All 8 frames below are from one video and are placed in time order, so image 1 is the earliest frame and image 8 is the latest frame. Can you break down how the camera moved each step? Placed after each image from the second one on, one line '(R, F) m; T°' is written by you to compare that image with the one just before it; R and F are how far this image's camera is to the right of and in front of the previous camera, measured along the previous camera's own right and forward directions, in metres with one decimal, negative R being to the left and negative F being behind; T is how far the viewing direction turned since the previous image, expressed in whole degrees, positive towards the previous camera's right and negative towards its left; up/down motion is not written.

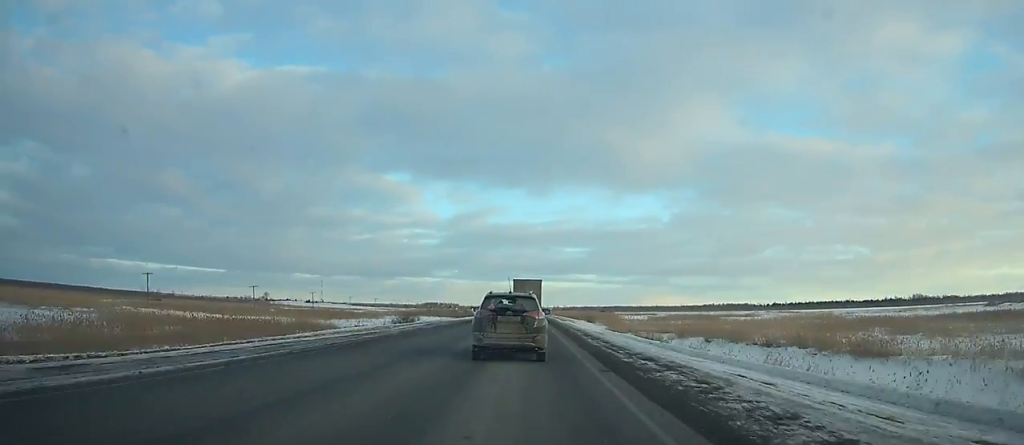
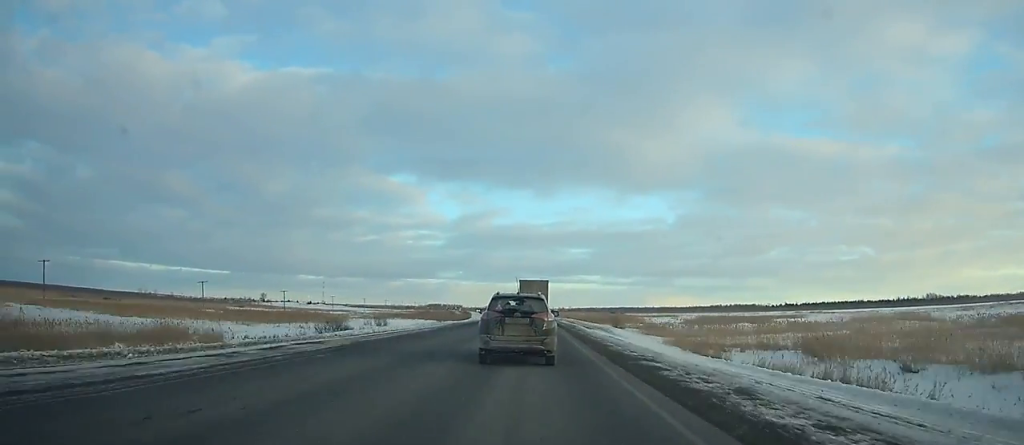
(-0.2, +29.0) m; 0°
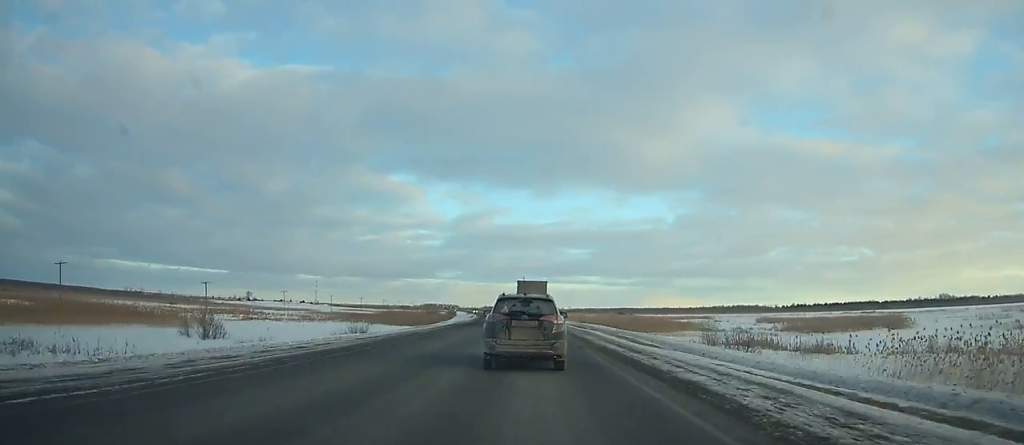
(-0.2, +45.7) m; 0°
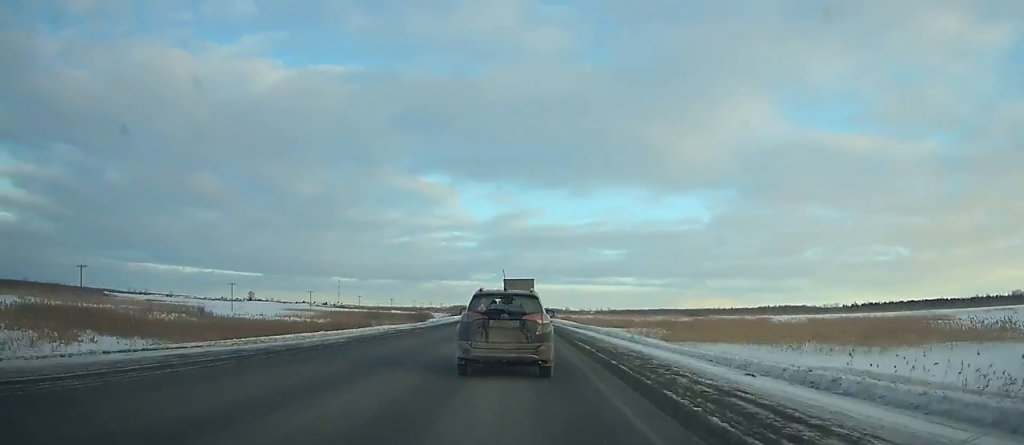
(-2.0, +103.0) m; -3°
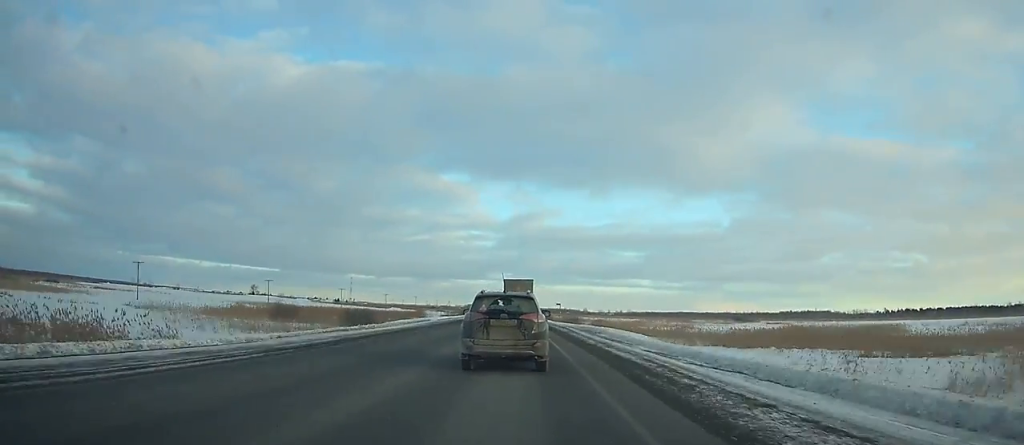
(-0.4, +43.9) m; -2°
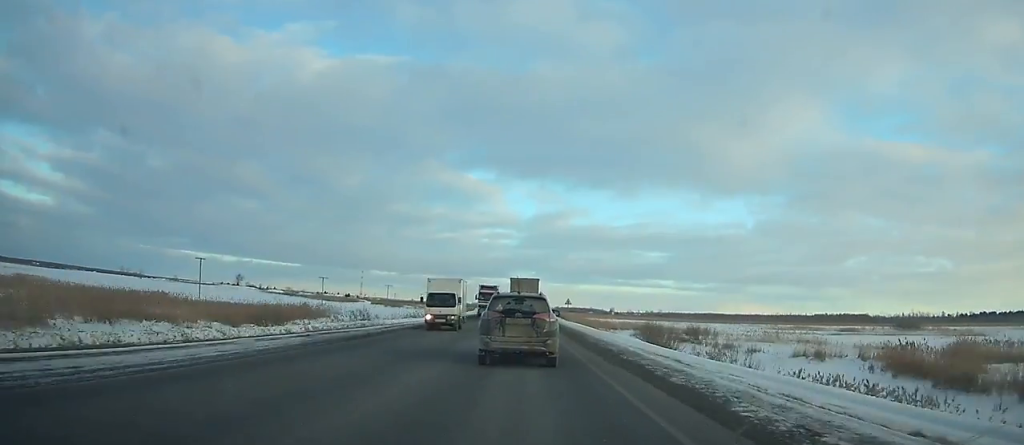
(-2.8, +99.1) m; -2°
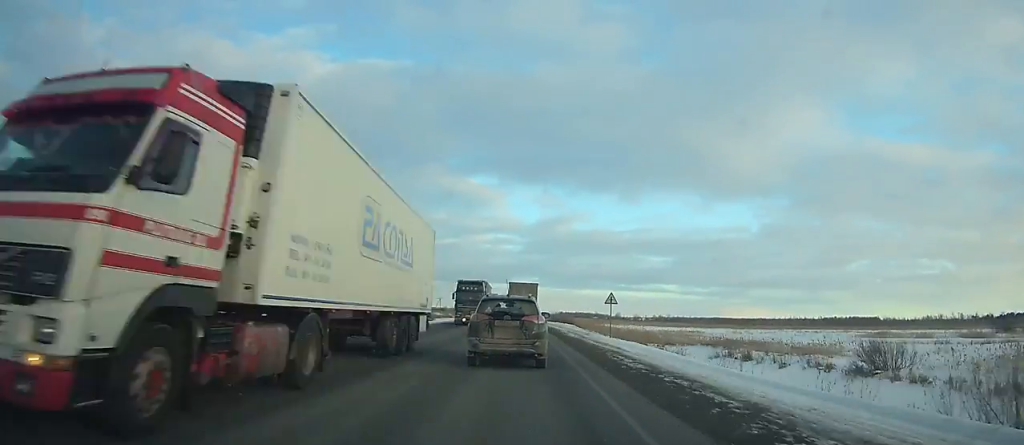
(-0.1, +34.7) m; 0°
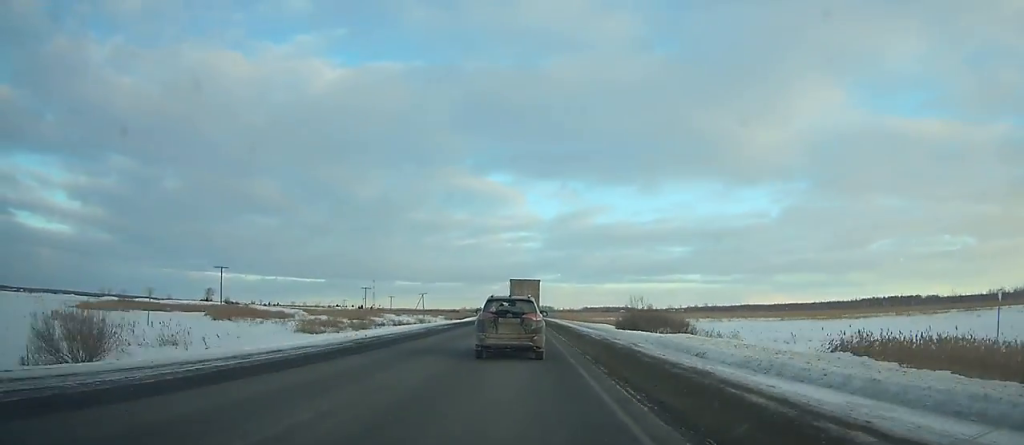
(-0.8, +85.4) m; -1°
